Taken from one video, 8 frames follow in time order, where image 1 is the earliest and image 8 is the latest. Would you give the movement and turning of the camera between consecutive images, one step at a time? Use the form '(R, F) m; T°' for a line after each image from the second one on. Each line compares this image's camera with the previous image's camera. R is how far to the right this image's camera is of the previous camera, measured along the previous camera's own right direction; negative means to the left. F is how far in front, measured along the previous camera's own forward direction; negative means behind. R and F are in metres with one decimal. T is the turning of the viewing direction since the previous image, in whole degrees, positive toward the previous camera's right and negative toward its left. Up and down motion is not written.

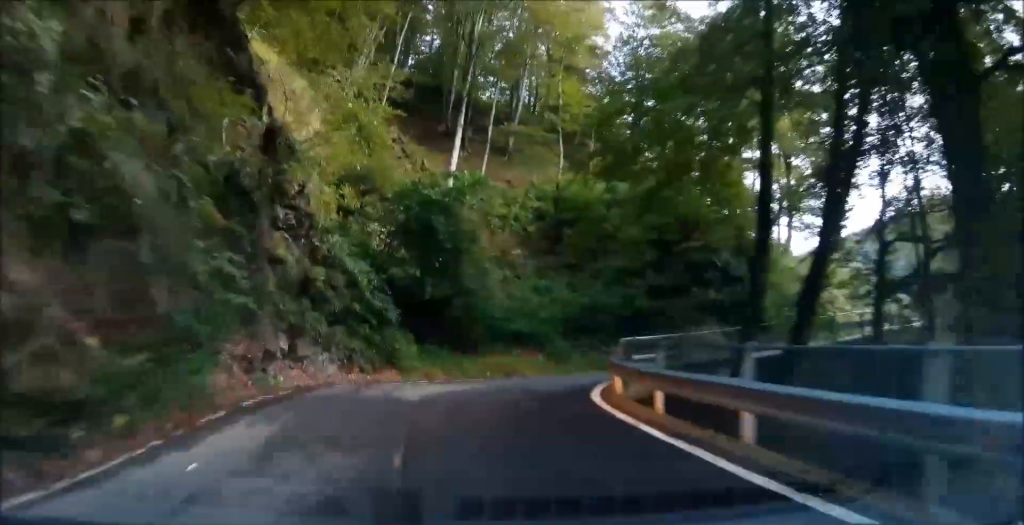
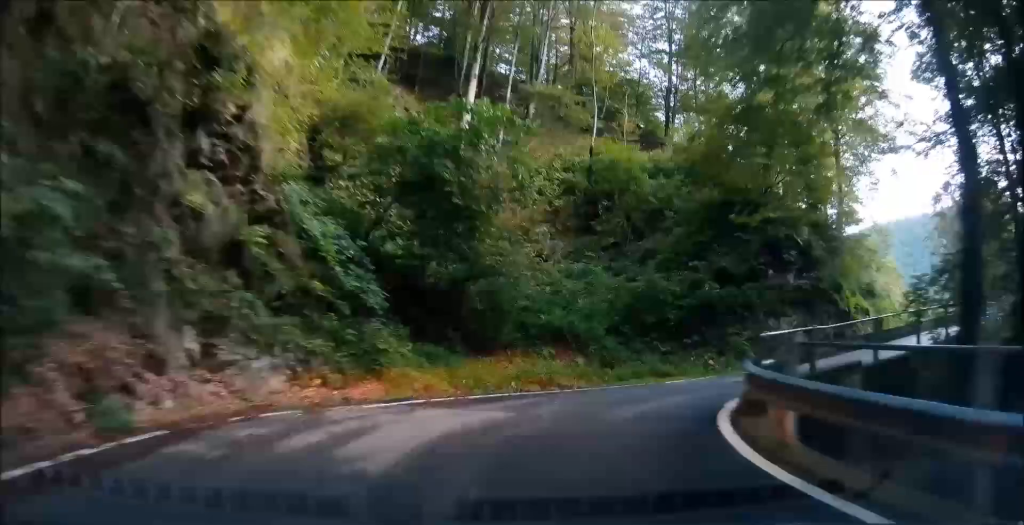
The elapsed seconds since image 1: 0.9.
(+0.1, +6.4) m; +2°
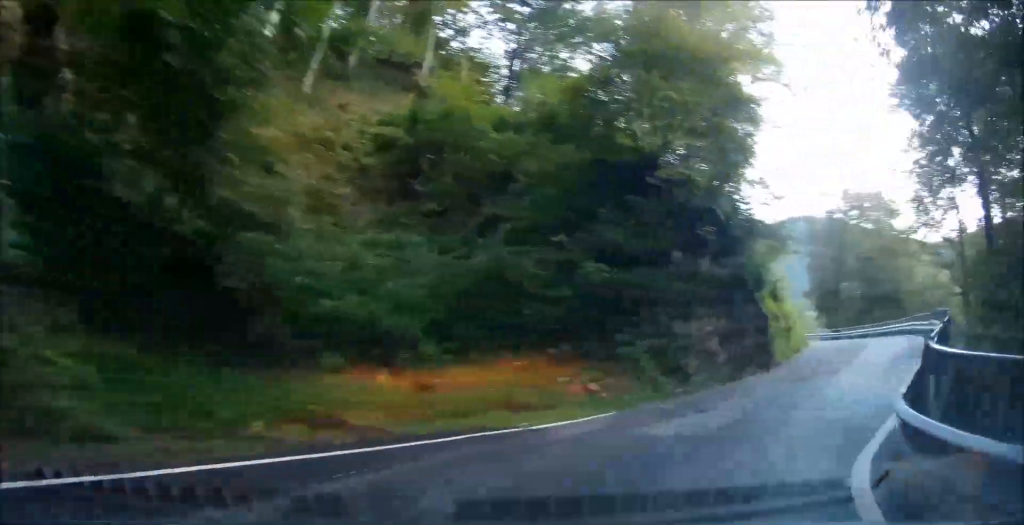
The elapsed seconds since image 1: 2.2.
(+0.2, +8.9) m; +9°
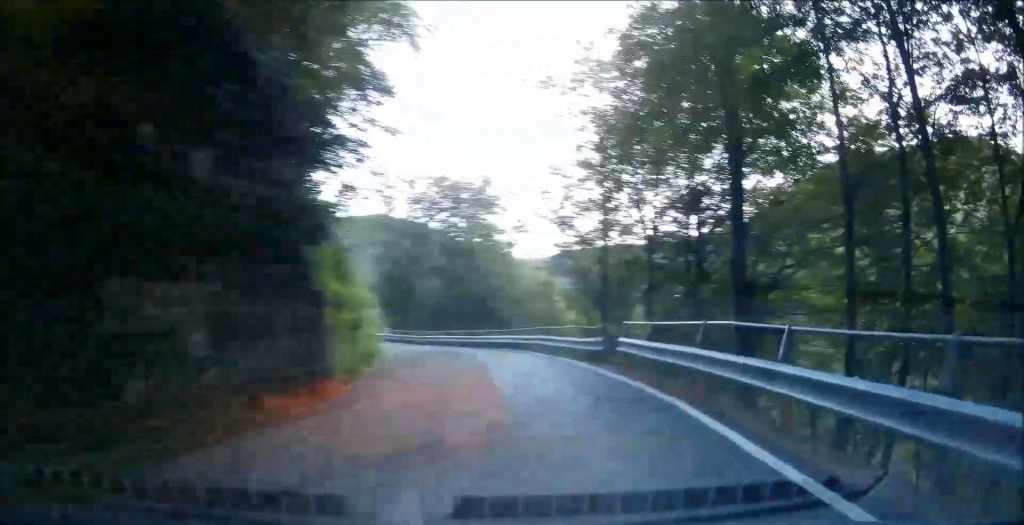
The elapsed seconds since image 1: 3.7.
(+1.7, +9.6) m; +21°
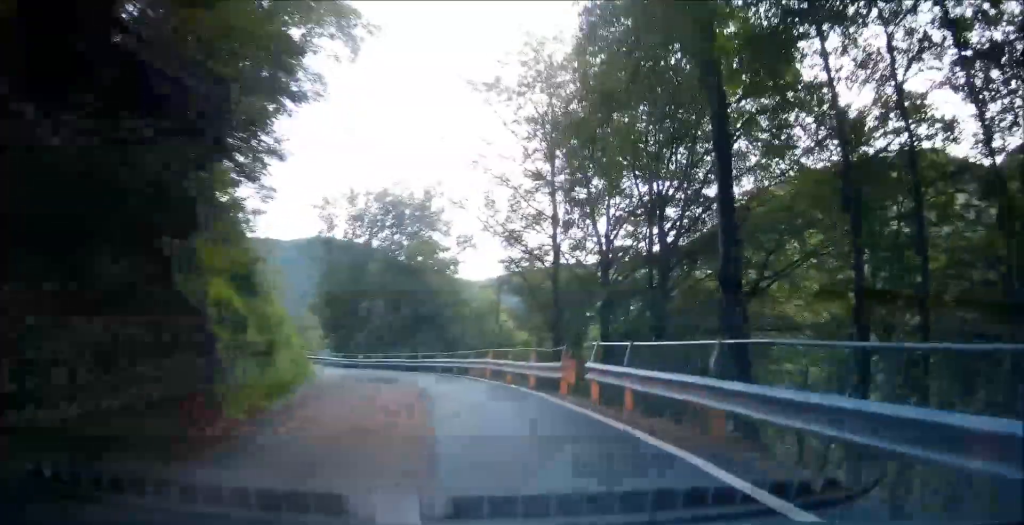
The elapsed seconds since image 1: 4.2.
(-0.3, +2.6) m; +8°
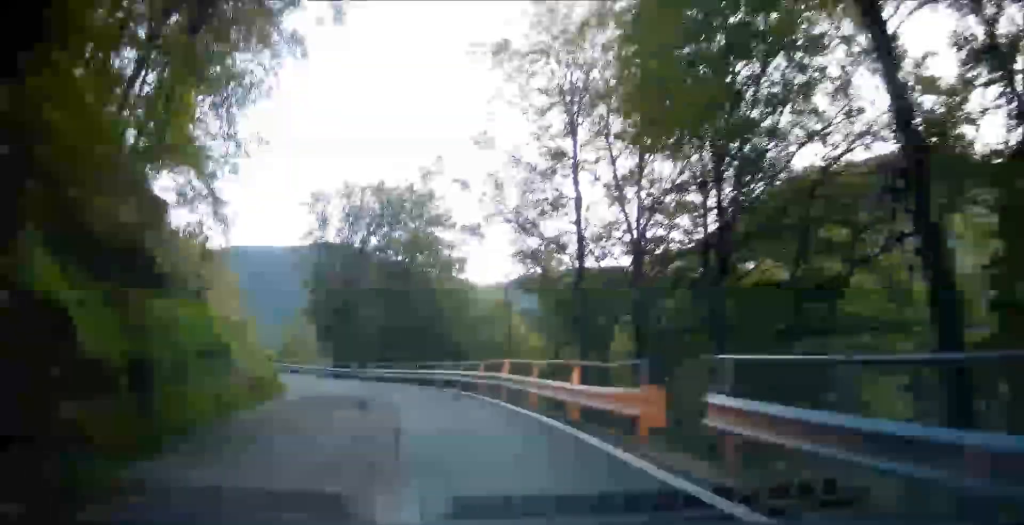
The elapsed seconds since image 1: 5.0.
(+1.2, +4.7) m; +7°
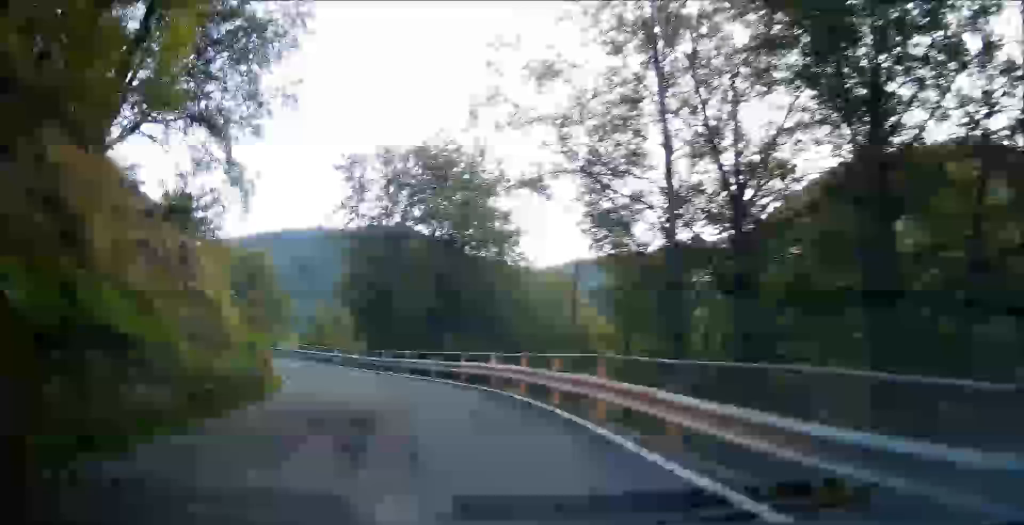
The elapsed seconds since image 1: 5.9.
(-0.1, +5.7) m; -4°
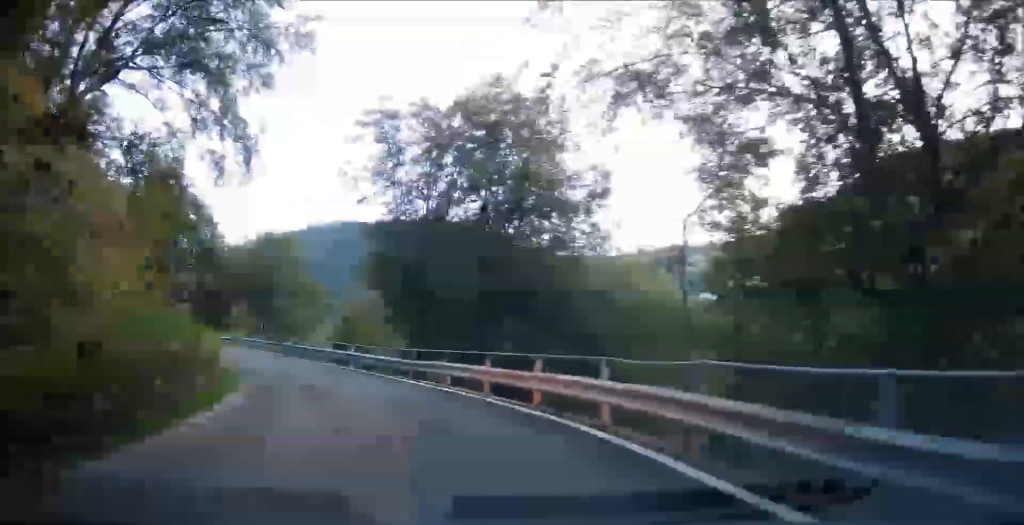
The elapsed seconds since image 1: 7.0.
(-0.7, +8.3) m; -6°
